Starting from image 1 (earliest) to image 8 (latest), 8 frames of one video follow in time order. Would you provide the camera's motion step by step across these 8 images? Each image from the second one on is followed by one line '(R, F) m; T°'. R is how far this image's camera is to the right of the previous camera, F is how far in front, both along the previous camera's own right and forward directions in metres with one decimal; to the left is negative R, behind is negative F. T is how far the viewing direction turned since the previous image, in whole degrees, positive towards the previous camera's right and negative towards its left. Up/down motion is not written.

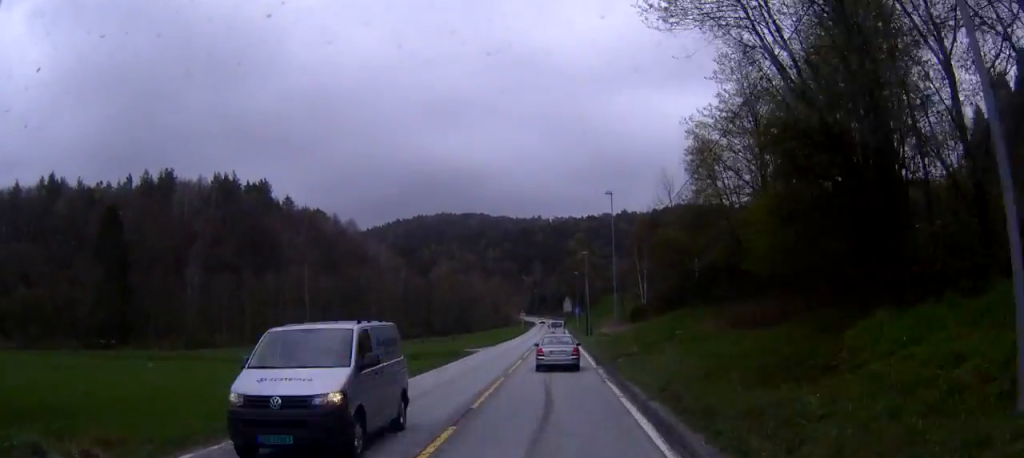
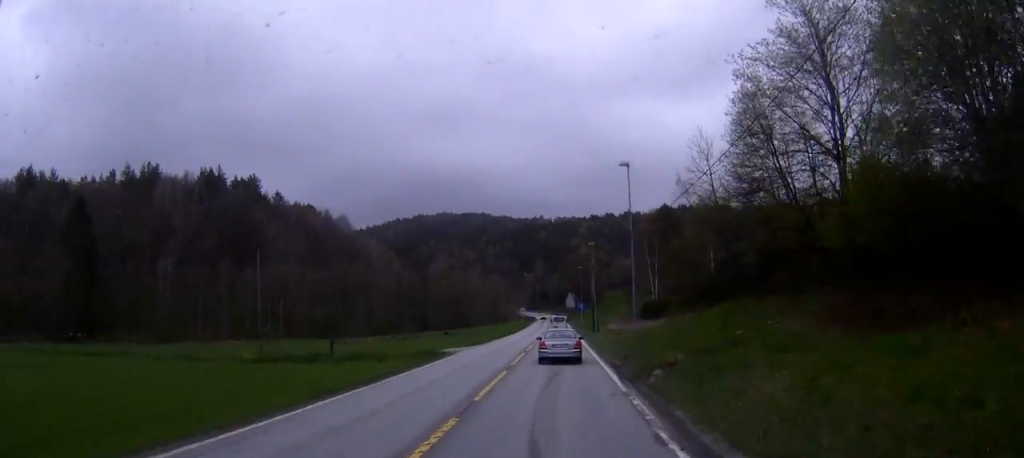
(0.0, +12.2) m; 0°
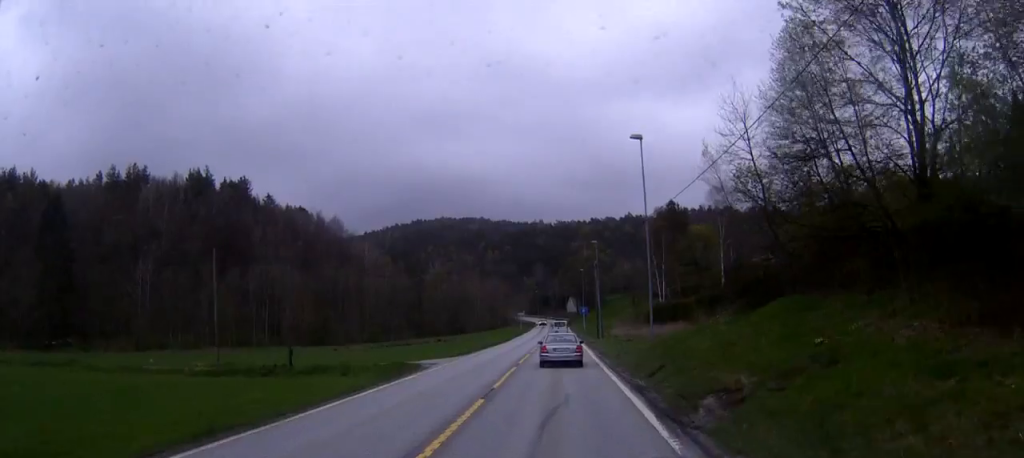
(0.0, +8.0) m; 0°
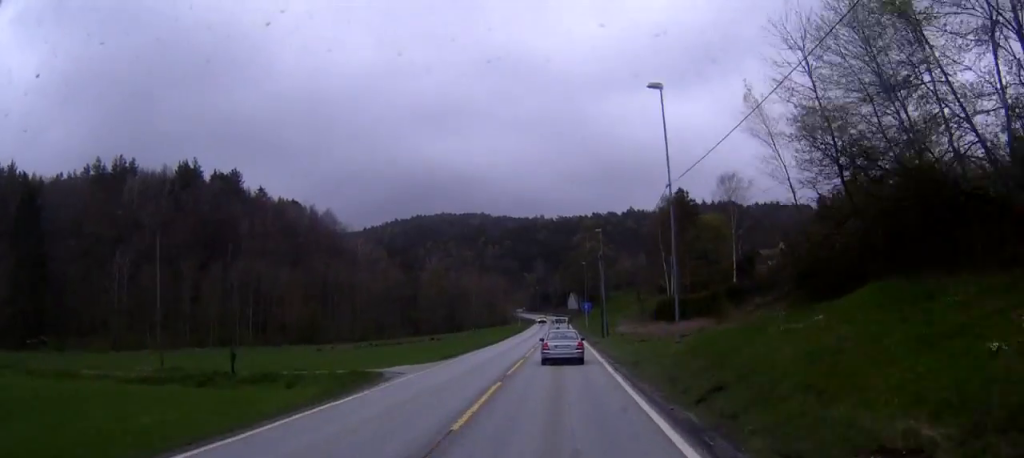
(0.0, +7.9) m; 0°
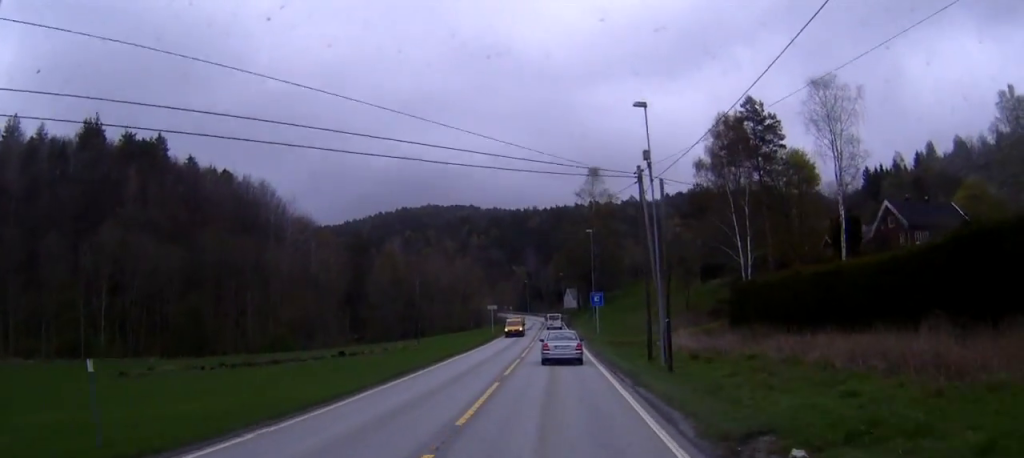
(+1.0, +46.8) m; +2°
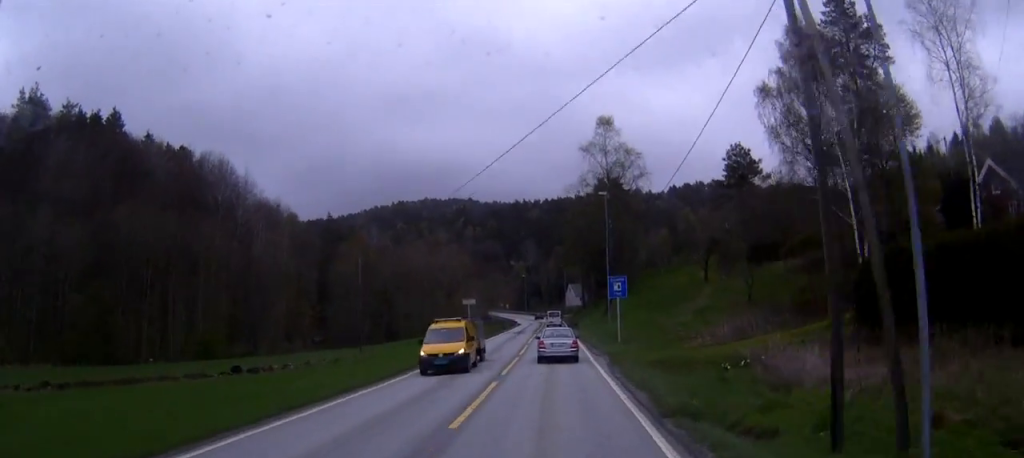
(-0.2, +24.4) m; 0°
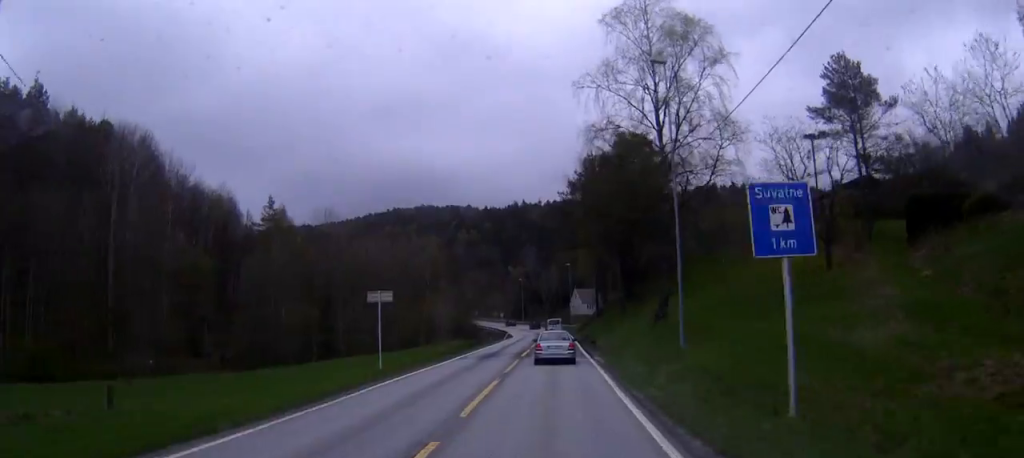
(+0.1, +34.6) m; 0°
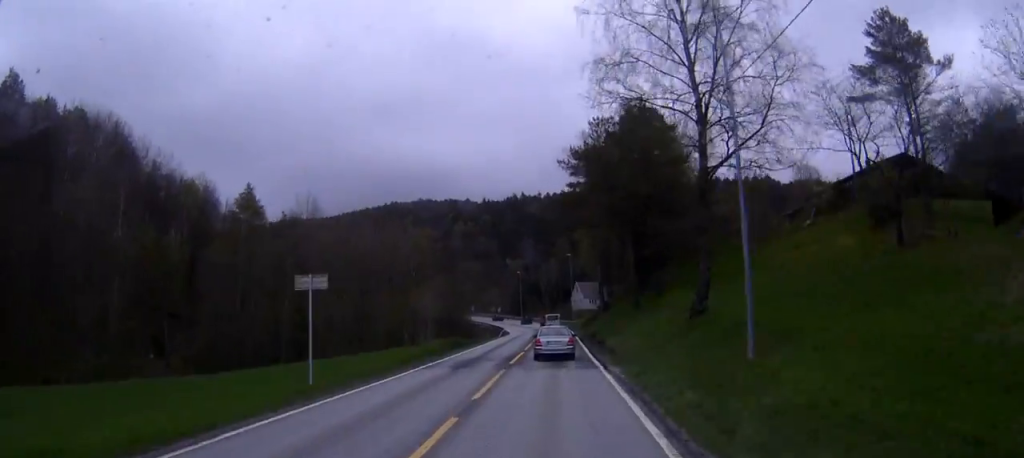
(0.0, +9.5) m; 0°
